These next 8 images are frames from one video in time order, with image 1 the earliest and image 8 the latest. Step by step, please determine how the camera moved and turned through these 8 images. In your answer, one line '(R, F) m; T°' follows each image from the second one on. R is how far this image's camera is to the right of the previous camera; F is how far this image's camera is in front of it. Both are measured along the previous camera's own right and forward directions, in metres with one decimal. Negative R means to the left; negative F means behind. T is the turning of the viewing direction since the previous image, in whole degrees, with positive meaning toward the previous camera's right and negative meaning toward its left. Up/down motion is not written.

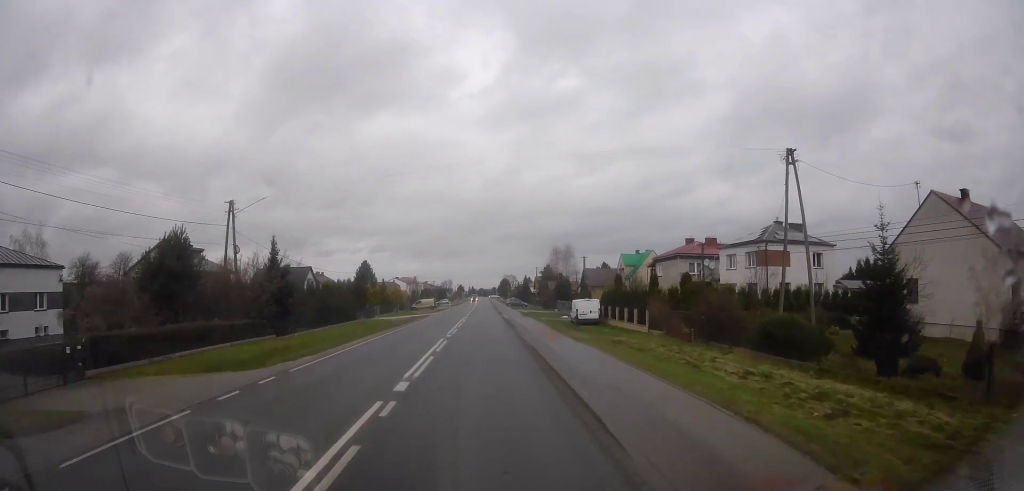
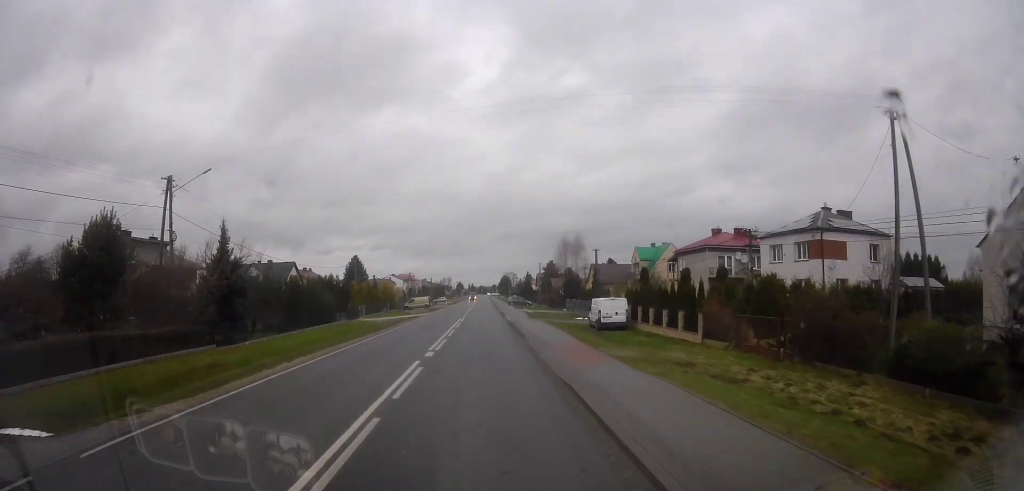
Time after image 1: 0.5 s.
(0.0, +8.0) m; 0°
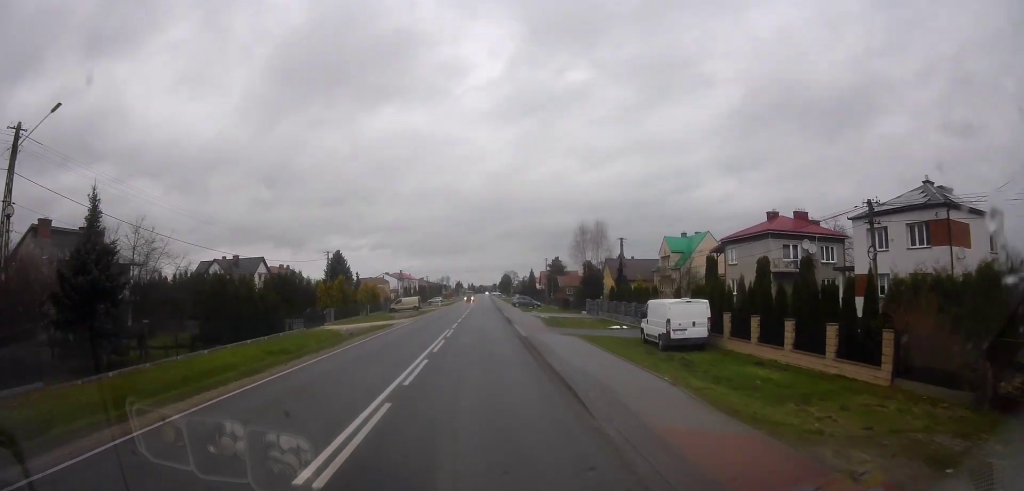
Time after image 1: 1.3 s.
(0.0, +13.0) m; 0°
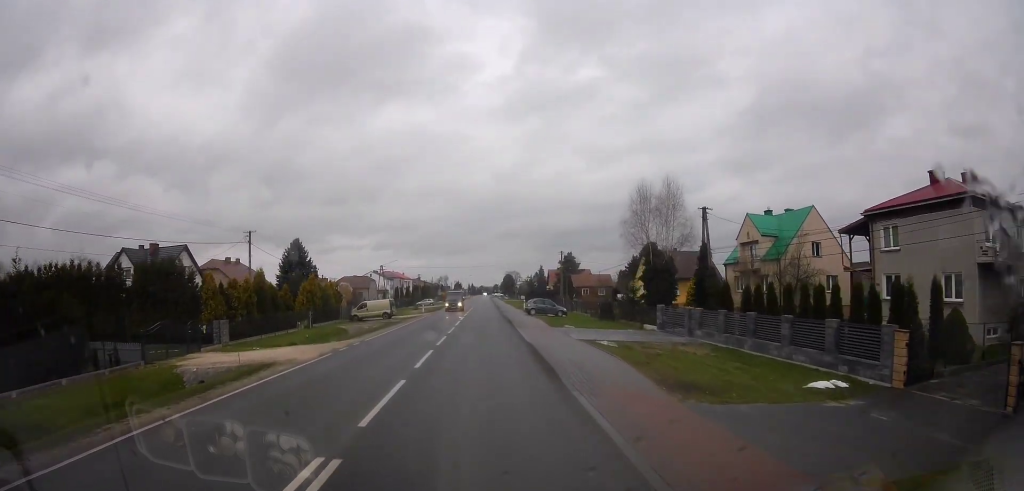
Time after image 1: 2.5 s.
(-0.5, +21.0) m; -2°
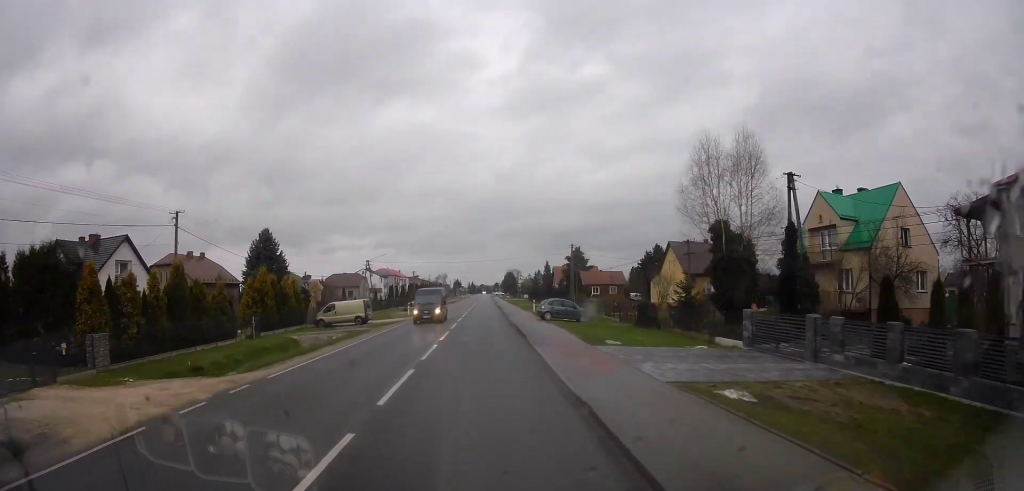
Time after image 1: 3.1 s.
(-0.7, +10.2) m; +2°
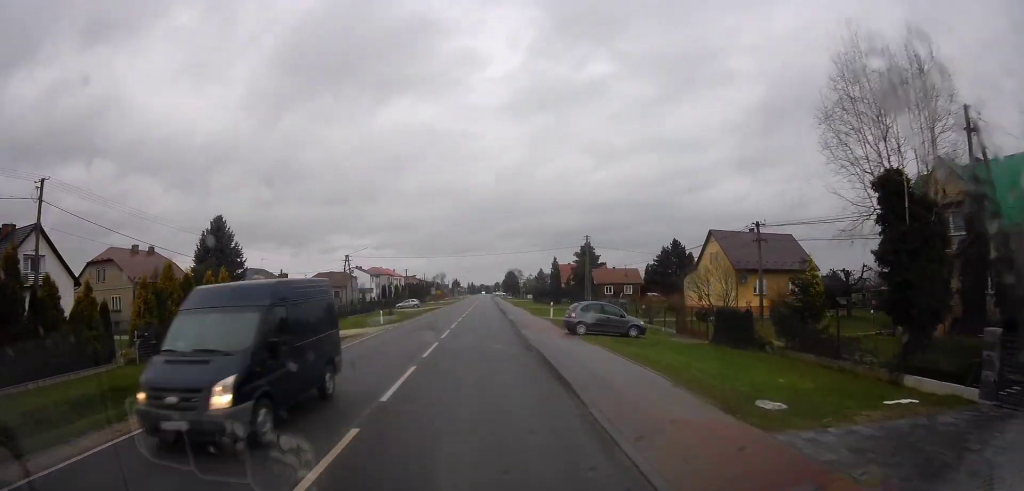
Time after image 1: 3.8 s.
(+1.1, +11.6) m; +2°
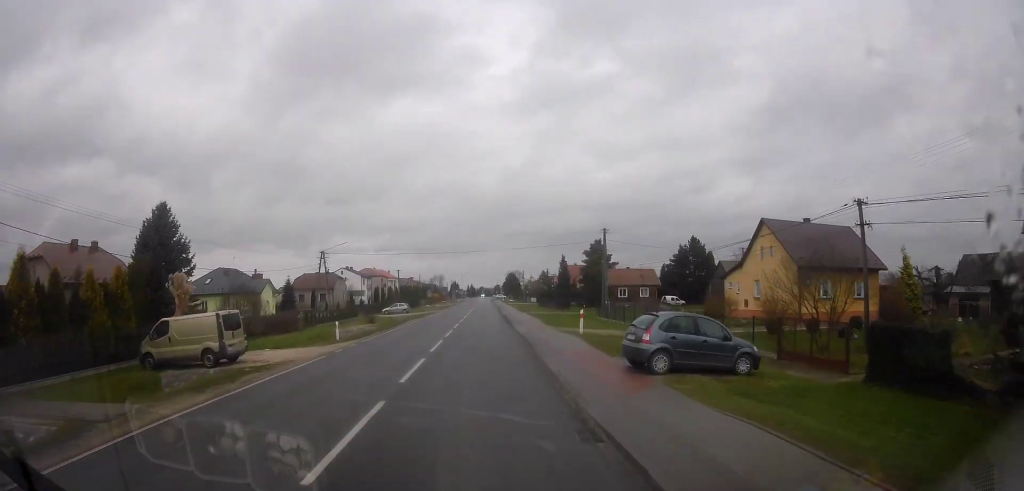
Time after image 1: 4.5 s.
(+0.3, +10.1) m; +1°
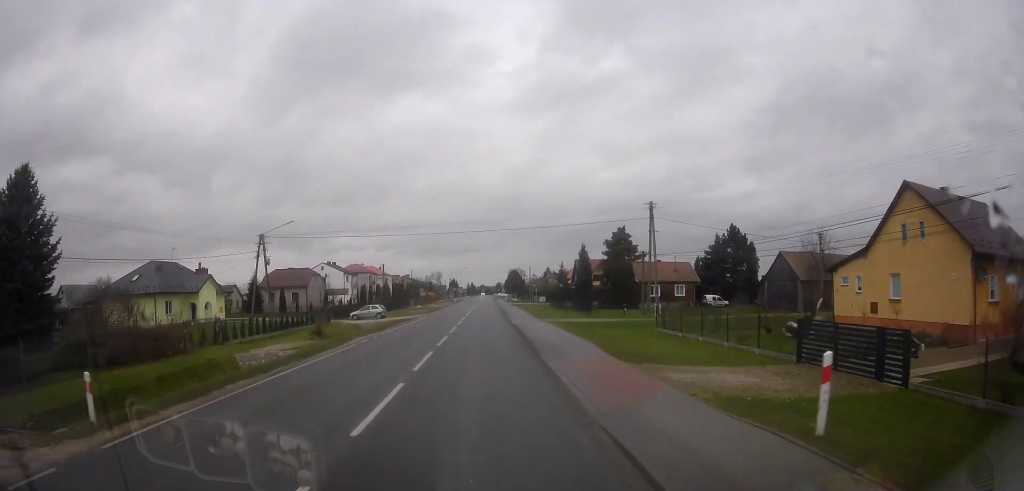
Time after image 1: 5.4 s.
(-0.6, +16.8) m; -2°
